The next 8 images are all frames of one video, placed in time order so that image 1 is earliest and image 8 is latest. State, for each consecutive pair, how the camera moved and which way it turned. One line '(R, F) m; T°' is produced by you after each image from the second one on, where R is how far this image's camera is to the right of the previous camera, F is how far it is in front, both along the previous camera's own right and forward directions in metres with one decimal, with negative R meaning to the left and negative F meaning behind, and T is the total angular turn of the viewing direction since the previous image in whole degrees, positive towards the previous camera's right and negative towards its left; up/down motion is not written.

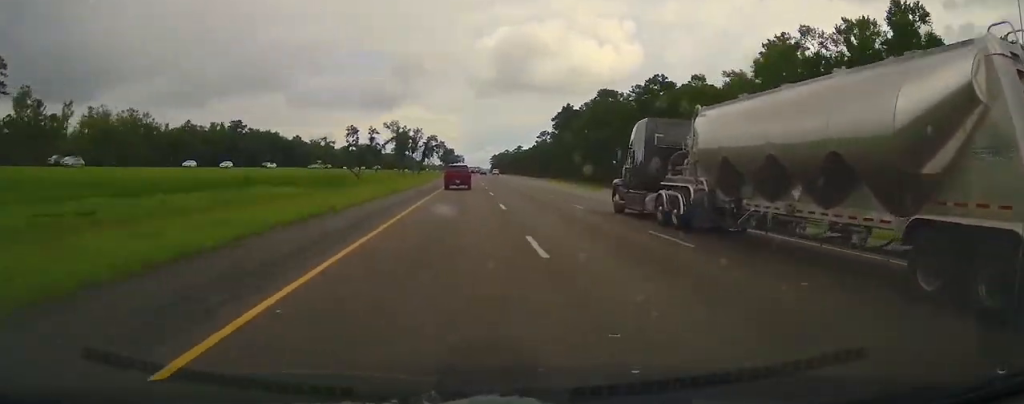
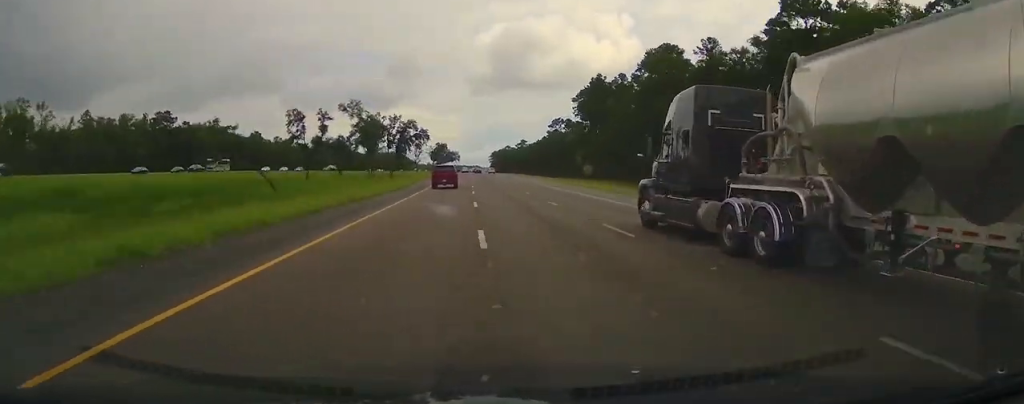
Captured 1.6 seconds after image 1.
(+1.1, +66.0) m; 0°
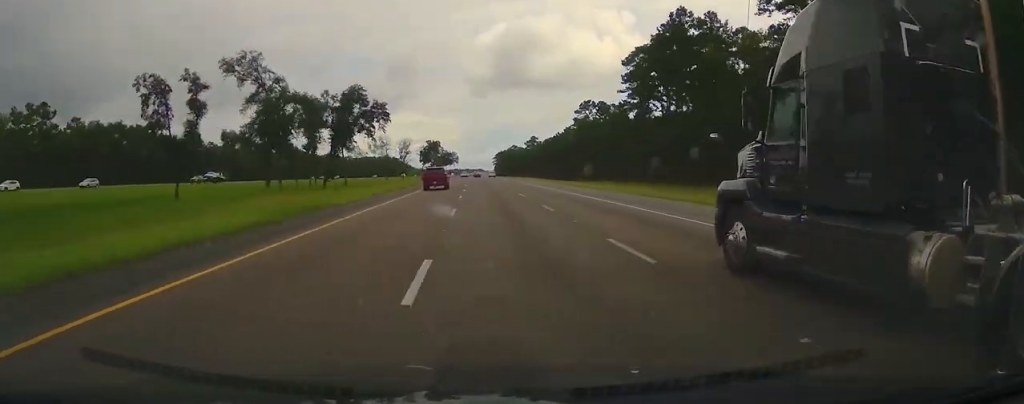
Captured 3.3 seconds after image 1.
(+1.1, +71.6) m; 0°
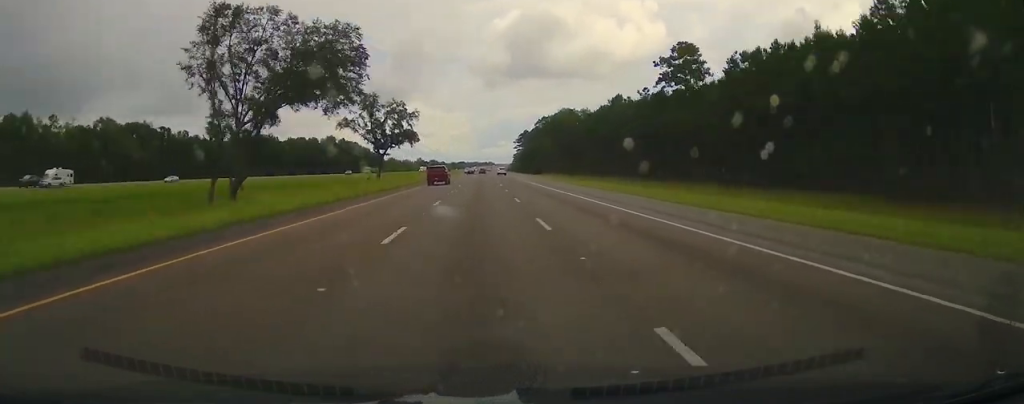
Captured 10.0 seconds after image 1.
(-4.4, +236.8) m; -2°
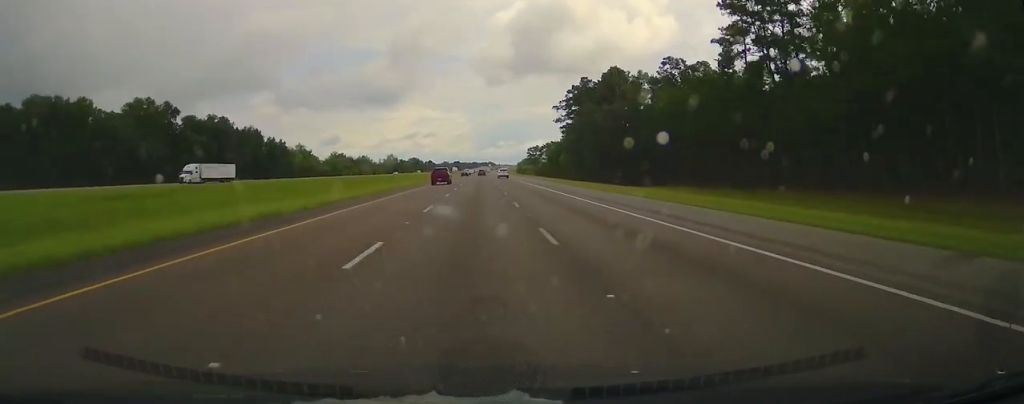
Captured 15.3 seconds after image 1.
(-0.3, +194.6) m; 0°
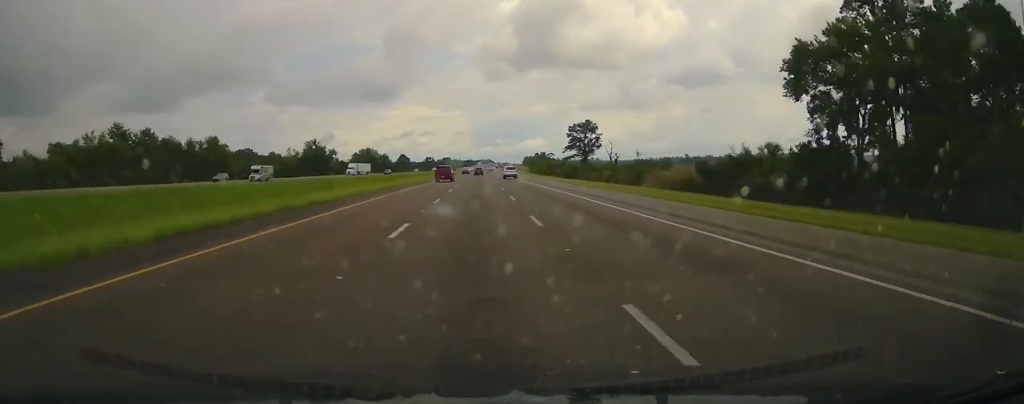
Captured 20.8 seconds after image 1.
(+1.1, +200.2) m; +1°
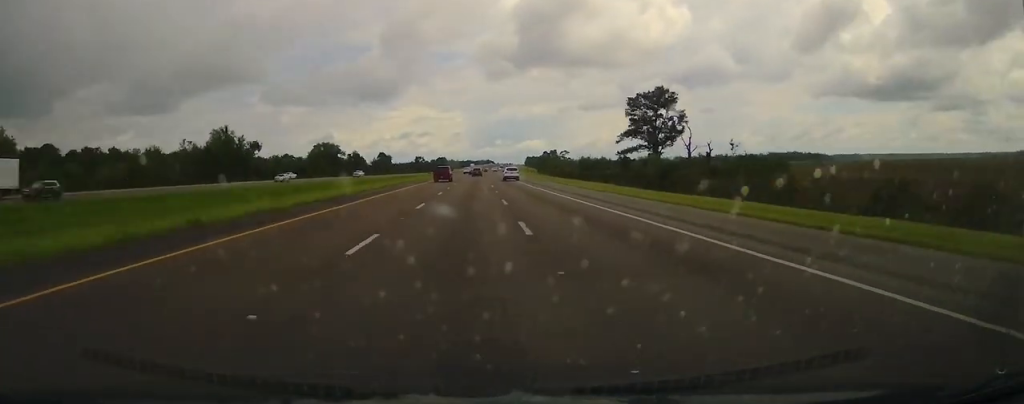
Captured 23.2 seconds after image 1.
(+0.4, +87.0) m; +1°
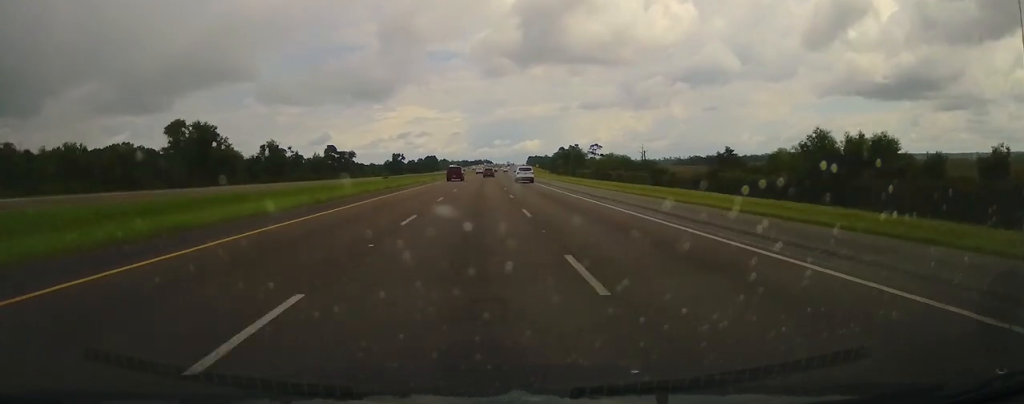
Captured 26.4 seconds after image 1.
(+1.1, +119.2) m; +1°
